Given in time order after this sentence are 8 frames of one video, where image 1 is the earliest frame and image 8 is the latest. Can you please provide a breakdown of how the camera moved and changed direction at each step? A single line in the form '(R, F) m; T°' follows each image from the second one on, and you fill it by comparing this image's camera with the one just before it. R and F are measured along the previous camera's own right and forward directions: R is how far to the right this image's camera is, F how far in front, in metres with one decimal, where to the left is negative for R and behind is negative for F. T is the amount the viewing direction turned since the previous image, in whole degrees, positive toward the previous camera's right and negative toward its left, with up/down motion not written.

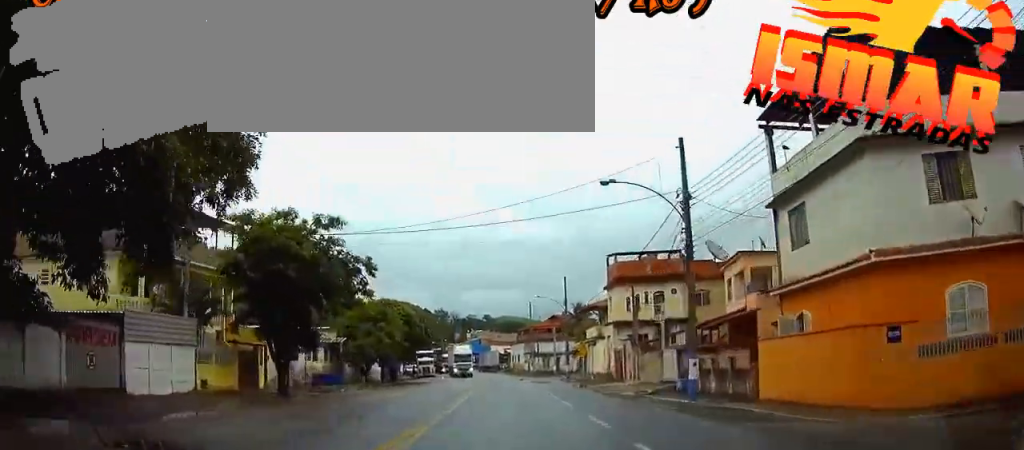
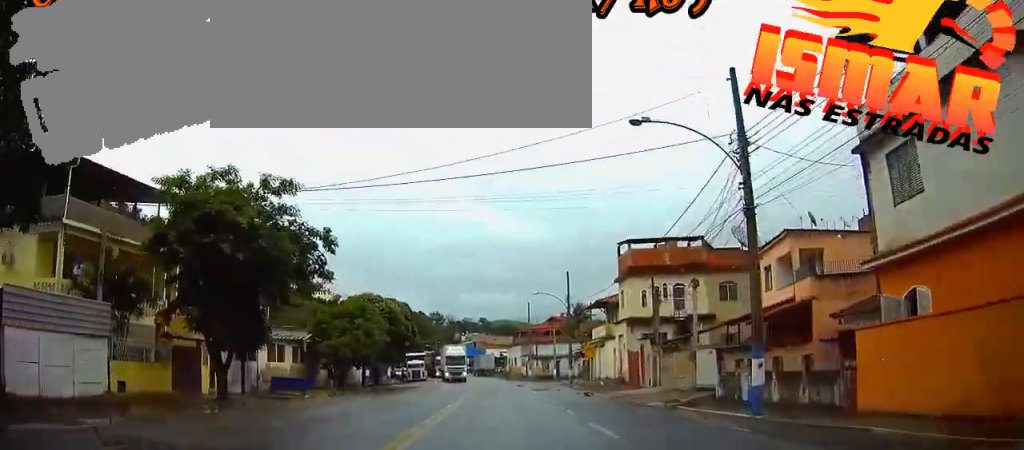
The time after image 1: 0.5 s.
(0.0, +6.6) m; +1°
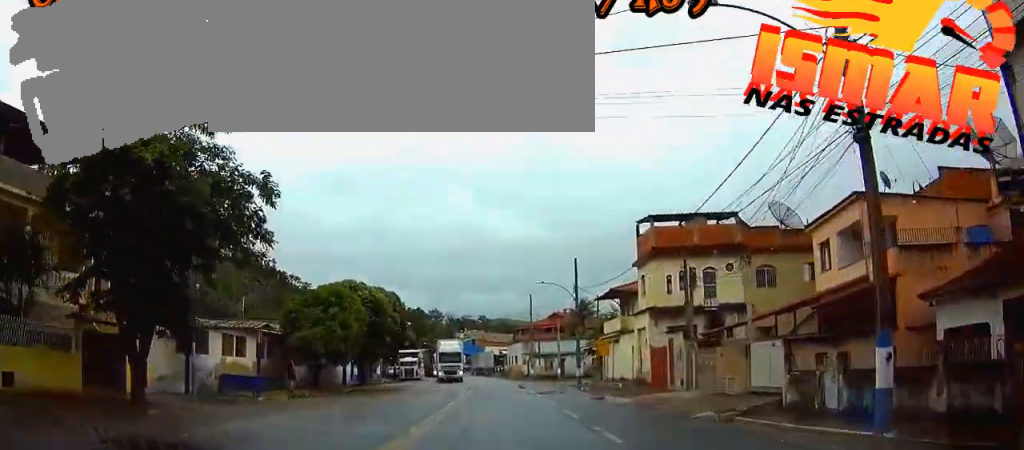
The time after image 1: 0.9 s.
(+0.1, +6.2) m; 0°
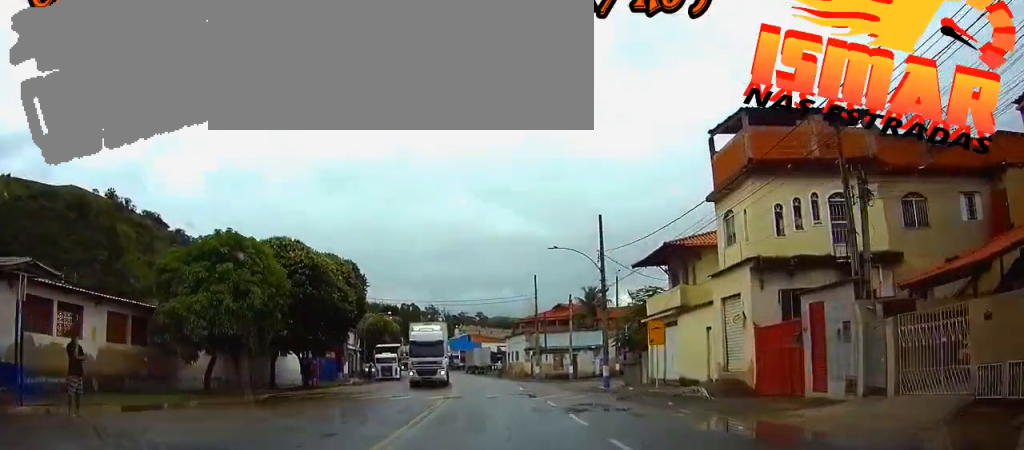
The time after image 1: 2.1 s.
(0.0, +14.3) m; 0°
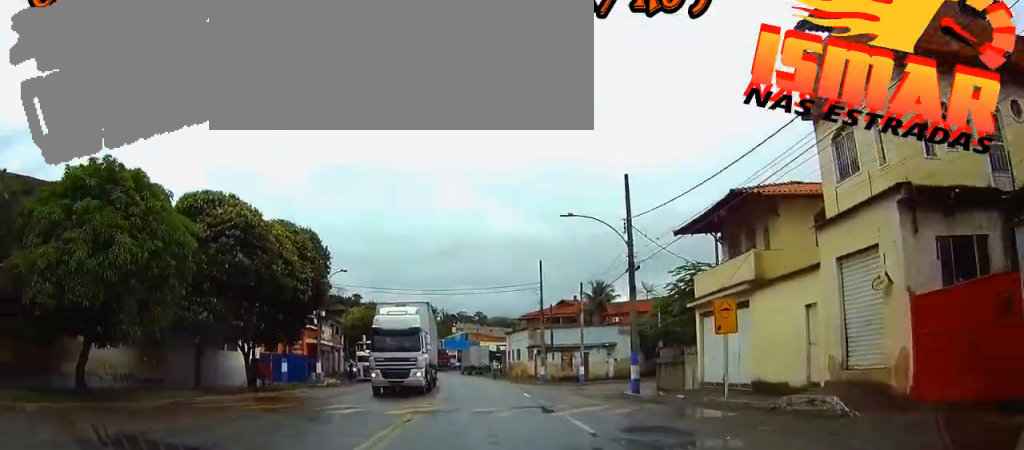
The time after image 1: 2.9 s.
(0.0, +7.8) m; 0°
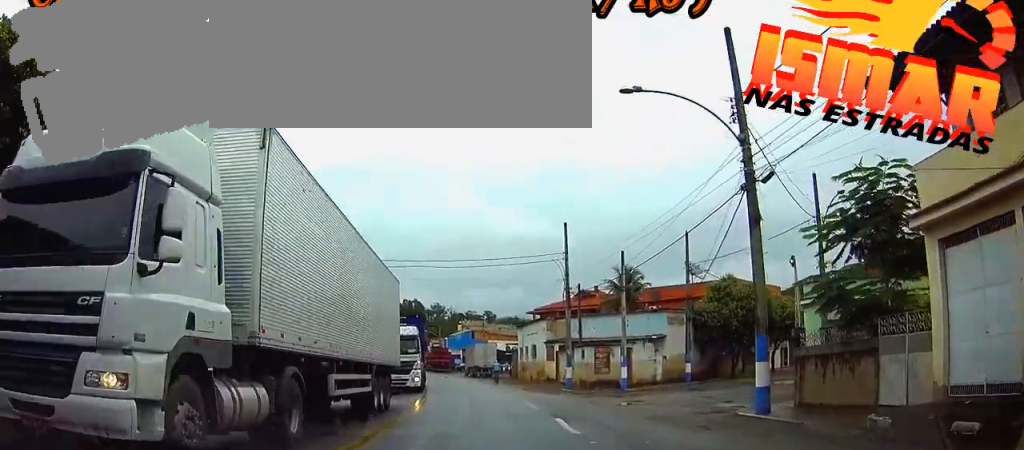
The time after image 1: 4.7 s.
(0.0, +11.8) m; -3°
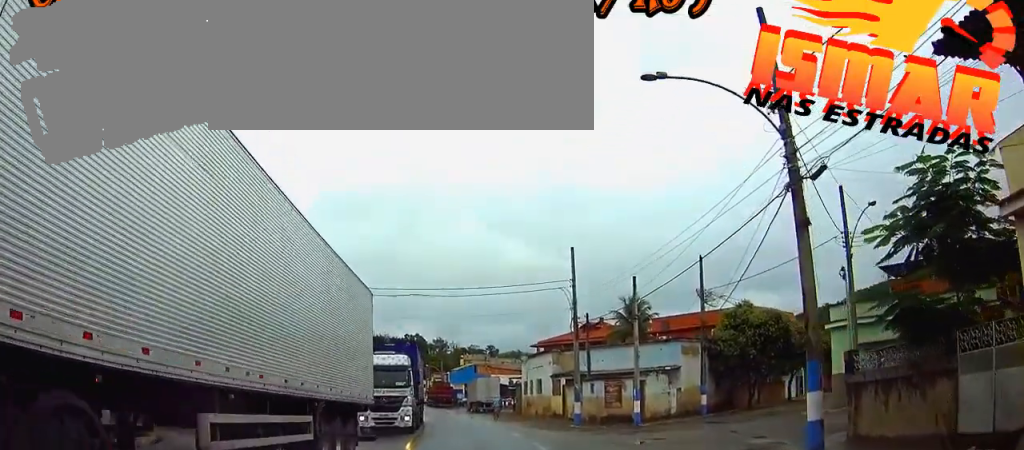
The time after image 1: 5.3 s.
(-0.1, +2.6) m; -2°
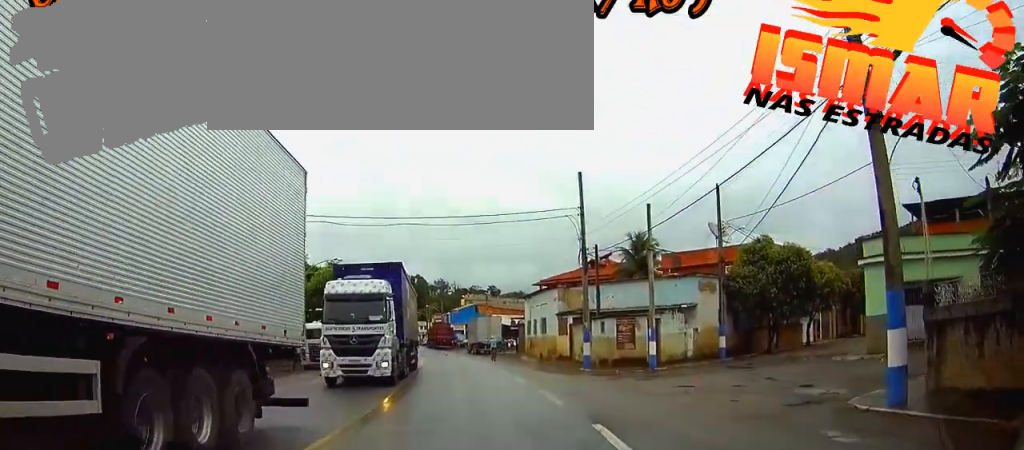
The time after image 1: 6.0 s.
(0.0, +3.3) m; 0°
